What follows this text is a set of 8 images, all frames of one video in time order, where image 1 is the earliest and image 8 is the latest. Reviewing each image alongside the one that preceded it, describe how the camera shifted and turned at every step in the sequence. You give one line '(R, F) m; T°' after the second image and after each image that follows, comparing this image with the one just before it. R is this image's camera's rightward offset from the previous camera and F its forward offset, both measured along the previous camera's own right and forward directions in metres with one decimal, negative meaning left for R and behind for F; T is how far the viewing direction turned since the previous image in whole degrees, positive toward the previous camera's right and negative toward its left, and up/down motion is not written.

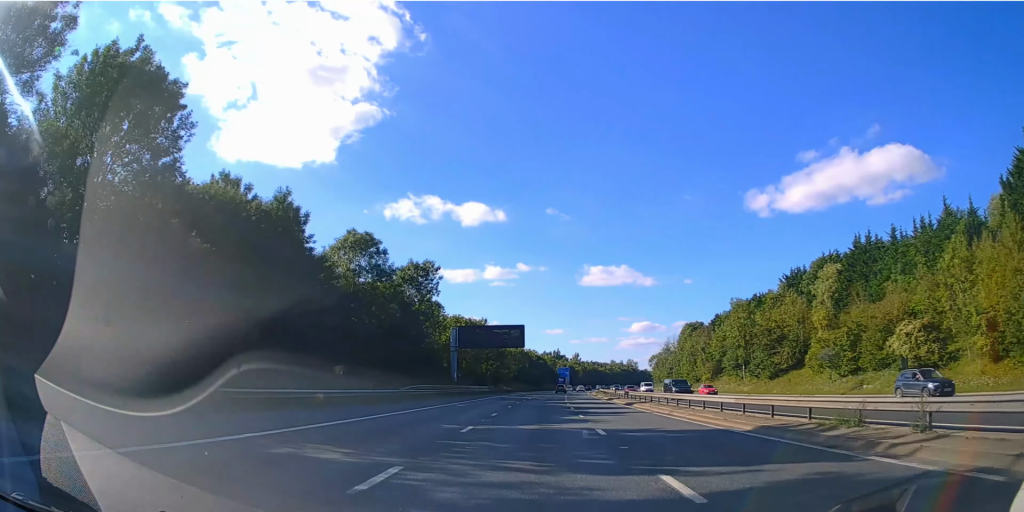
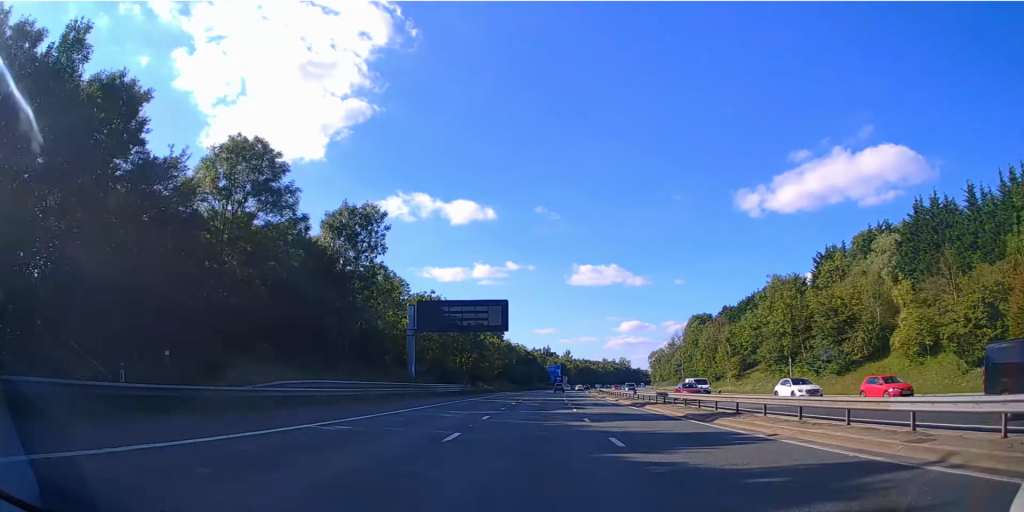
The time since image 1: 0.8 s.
(+0.2, +22.7) m; +1°
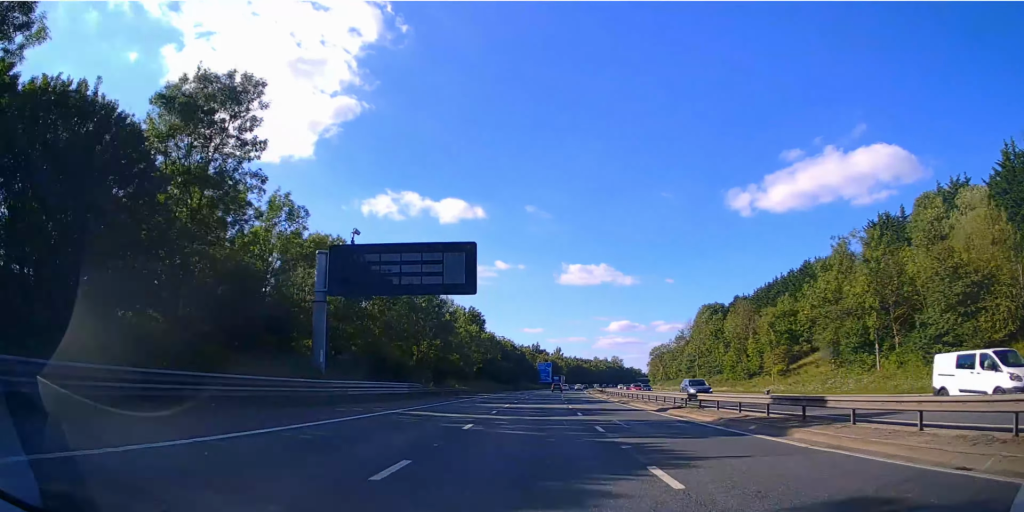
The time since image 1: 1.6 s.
(+0.3, +23.3) m; +1°
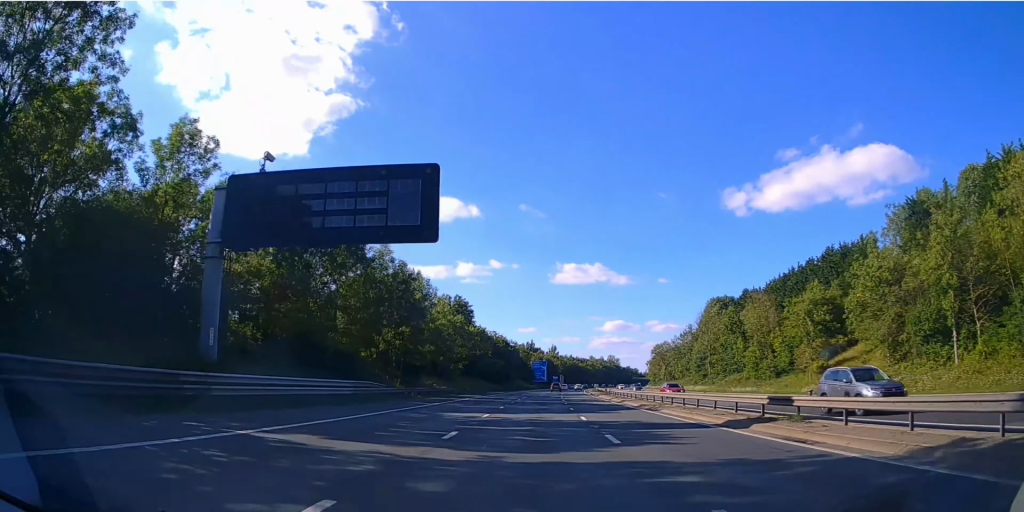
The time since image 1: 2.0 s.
(0.0, +12.6) m; +1°
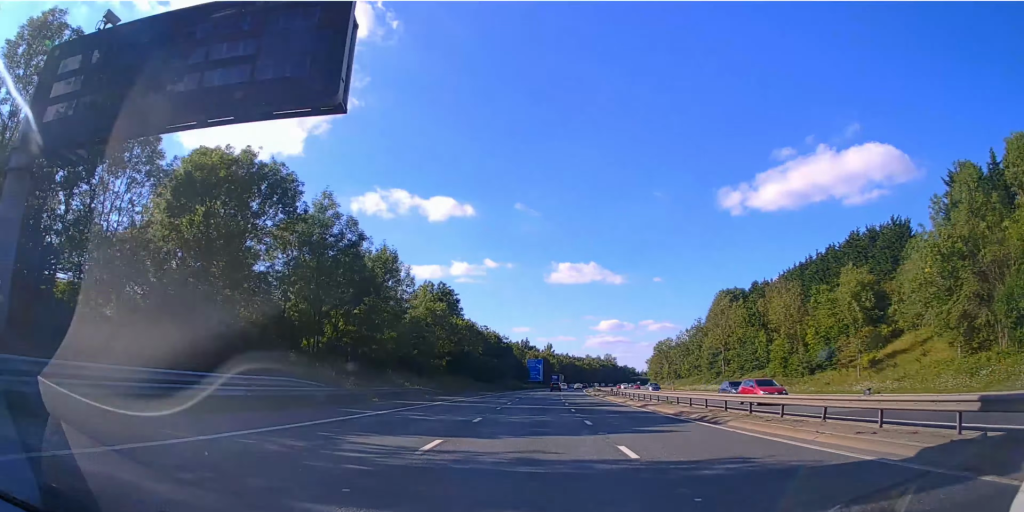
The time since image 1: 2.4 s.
(-0.1, +11.7) m; +1°
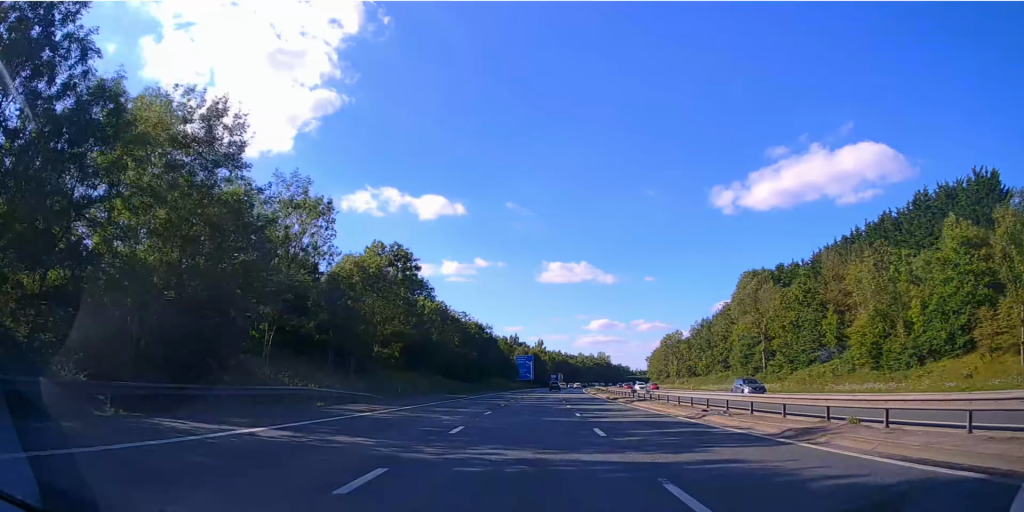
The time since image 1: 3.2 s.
(+0.4, +22.8) m; +1°
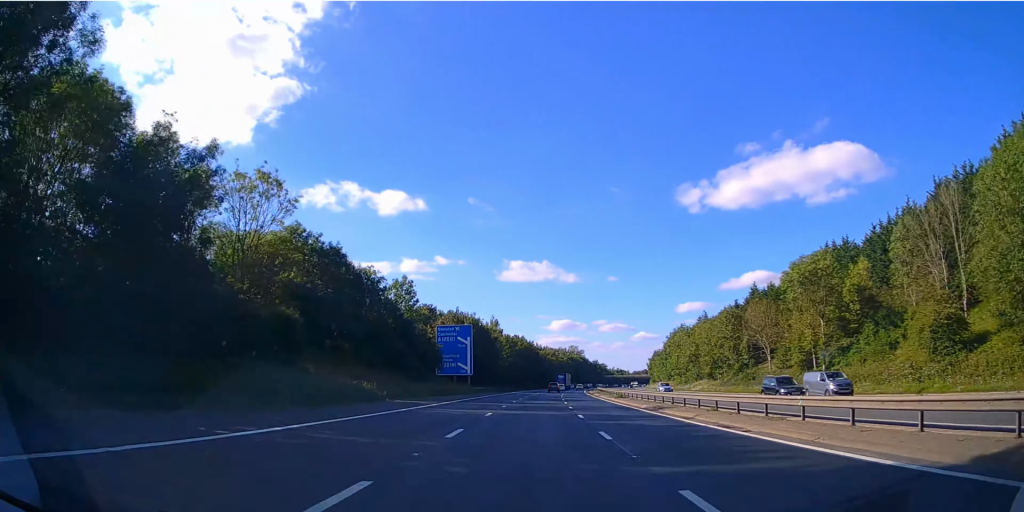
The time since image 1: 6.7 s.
(+3.0, +94.1) m; +4°
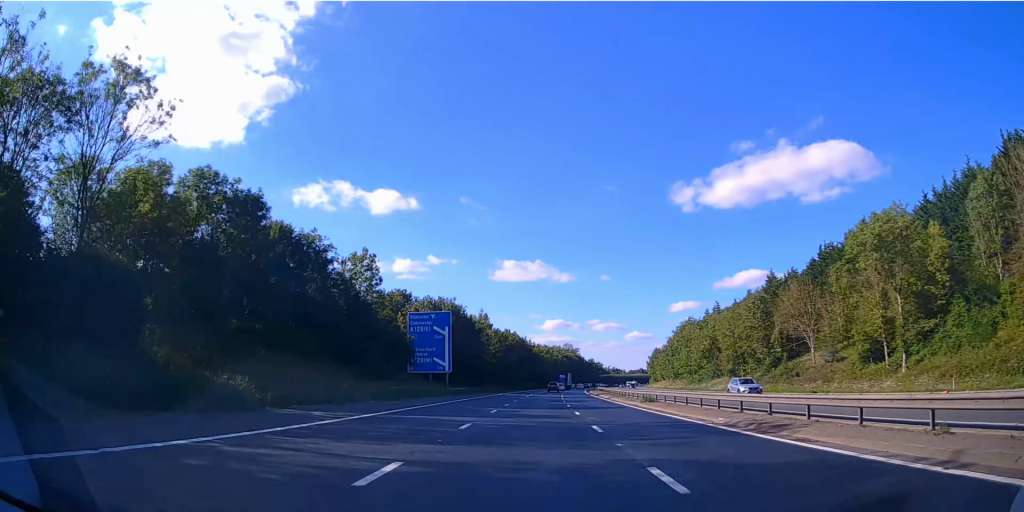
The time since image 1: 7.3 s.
(0.0, +14.7) m; 0°
